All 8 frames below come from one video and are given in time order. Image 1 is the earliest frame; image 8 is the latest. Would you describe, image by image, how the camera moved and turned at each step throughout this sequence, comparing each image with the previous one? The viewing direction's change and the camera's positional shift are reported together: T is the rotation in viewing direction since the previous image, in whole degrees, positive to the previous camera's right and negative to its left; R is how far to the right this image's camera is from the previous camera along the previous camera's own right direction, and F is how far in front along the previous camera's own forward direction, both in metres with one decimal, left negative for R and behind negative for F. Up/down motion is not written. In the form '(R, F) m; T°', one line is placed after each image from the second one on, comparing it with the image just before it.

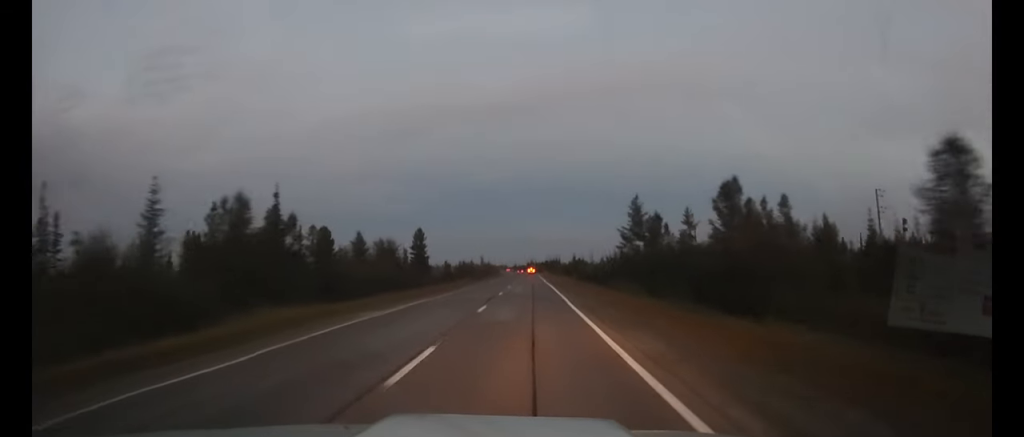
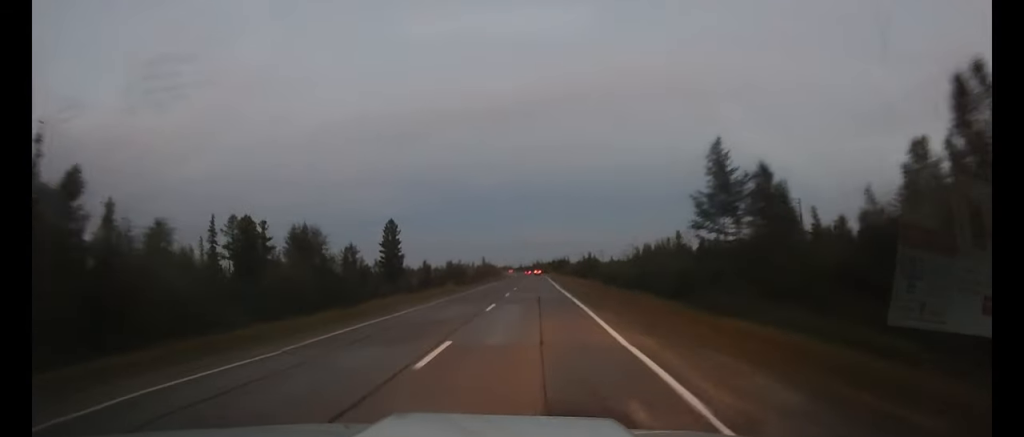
(0.0, +23.4) m; 0°
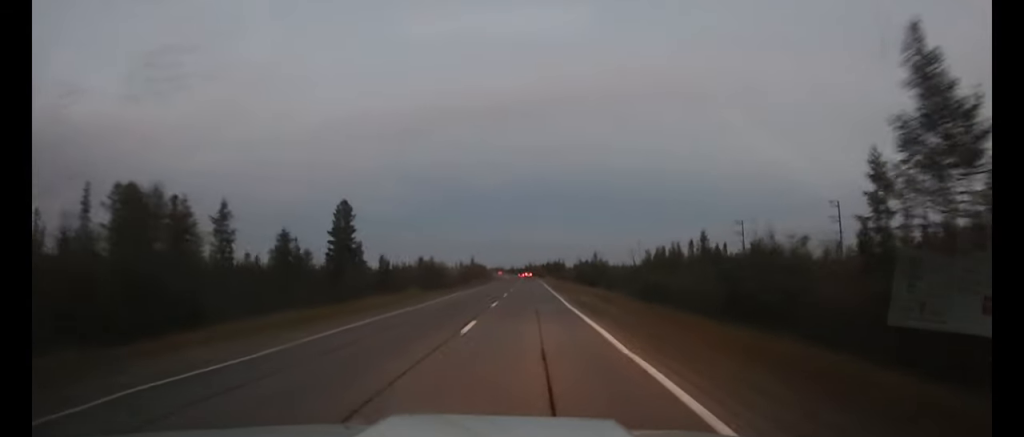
(0.0, +18.3) m; 0°
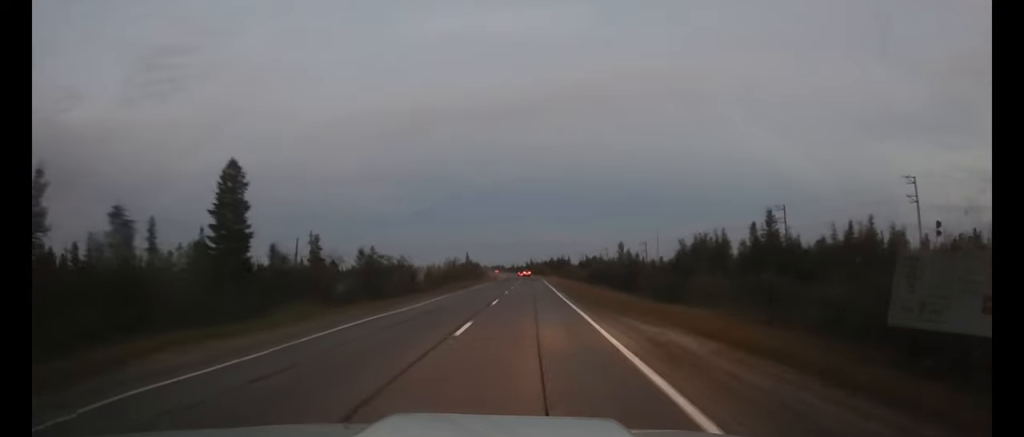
(0.0, +24.1) m; 0°
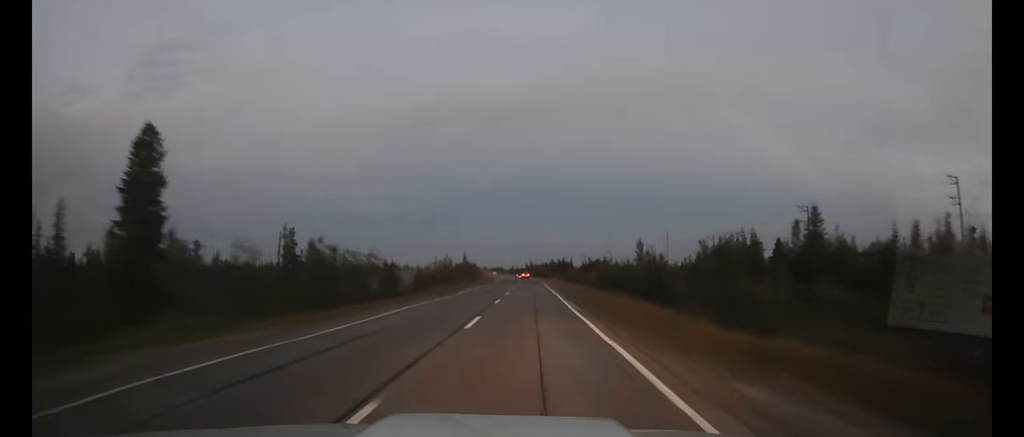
(0.0, +10.2) m; 0°
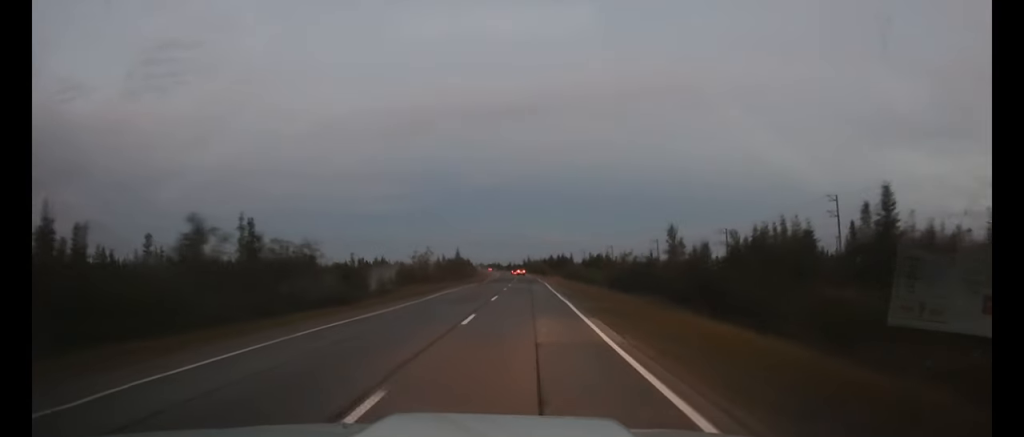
(0.0, +12.1) m; 0°
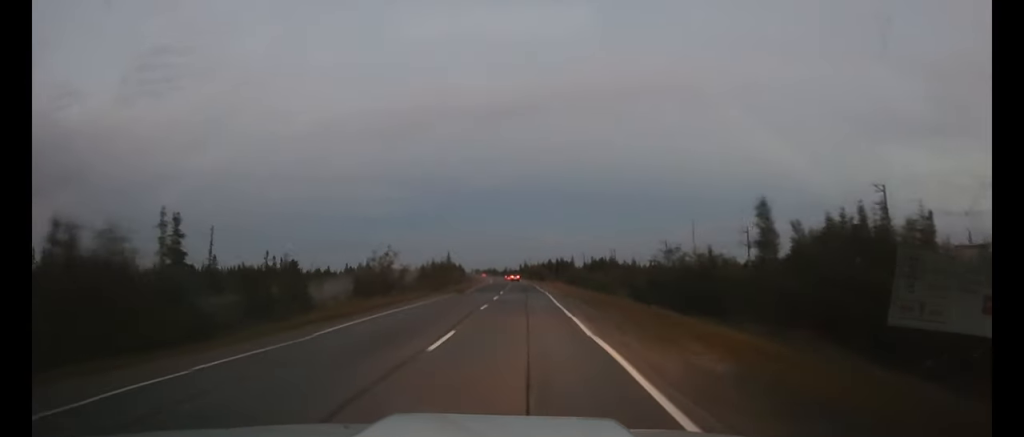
(0.0, +15.9) m; 0°
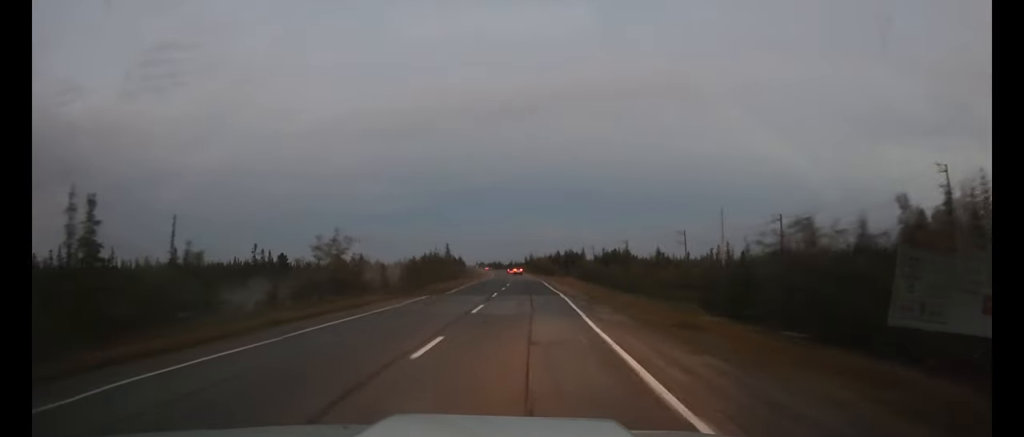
(0.0, +14.6) m; 0°
